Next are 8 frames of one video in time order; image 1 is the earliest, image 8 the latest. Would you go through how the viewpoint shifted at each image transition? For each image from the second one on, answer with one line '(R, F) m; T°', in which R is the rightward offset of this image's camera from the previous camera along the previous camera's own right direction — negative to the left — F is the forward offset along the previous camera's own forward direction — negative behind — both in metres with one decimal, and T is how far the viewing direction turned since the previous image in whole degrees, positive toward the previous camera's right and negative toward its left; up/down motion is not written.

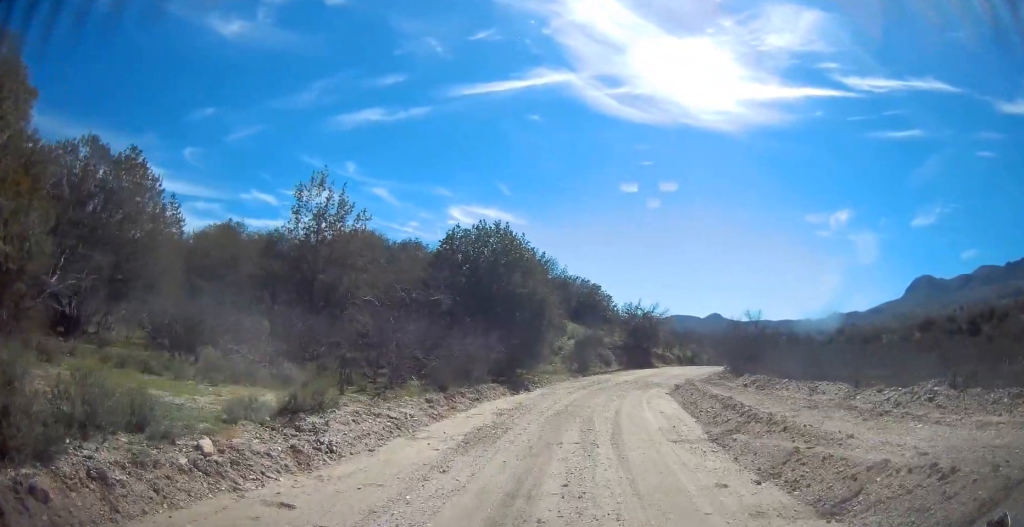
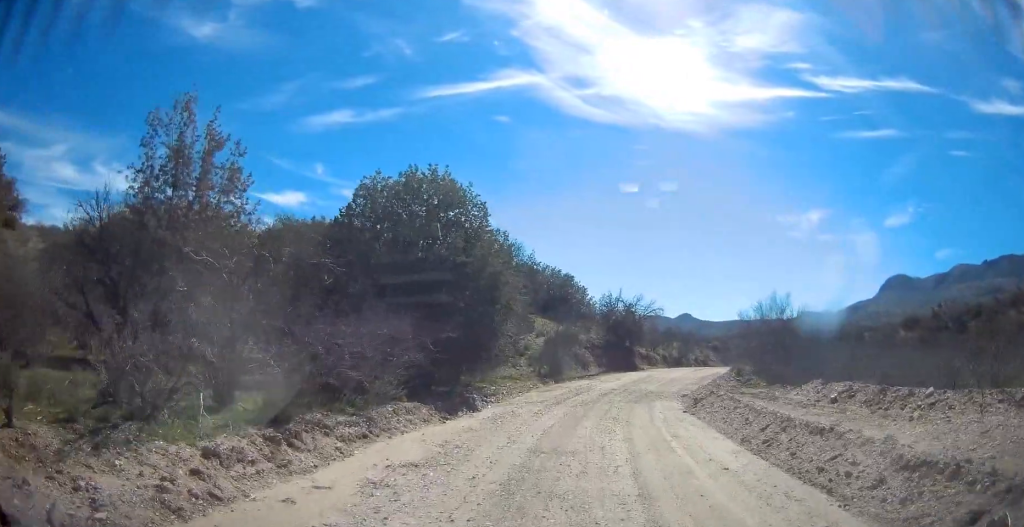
(0.0, +7.9) m; -1°
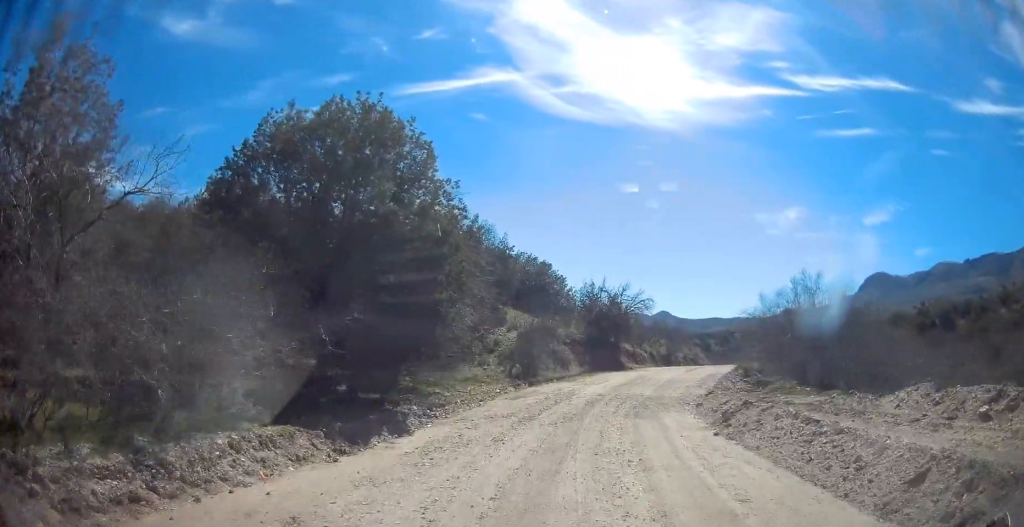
(-0.1, +5.0) m; +1°
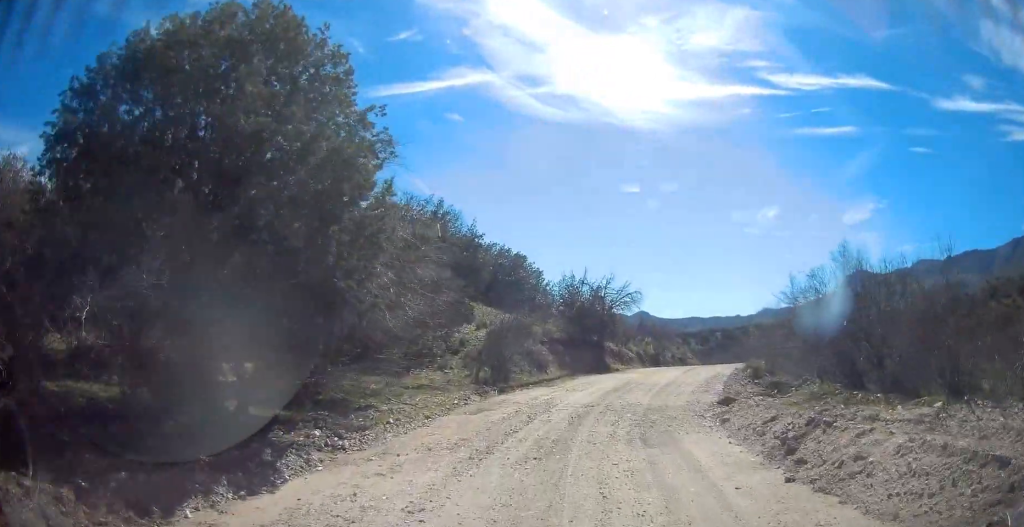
(+0.1, +4.2) m; +6°
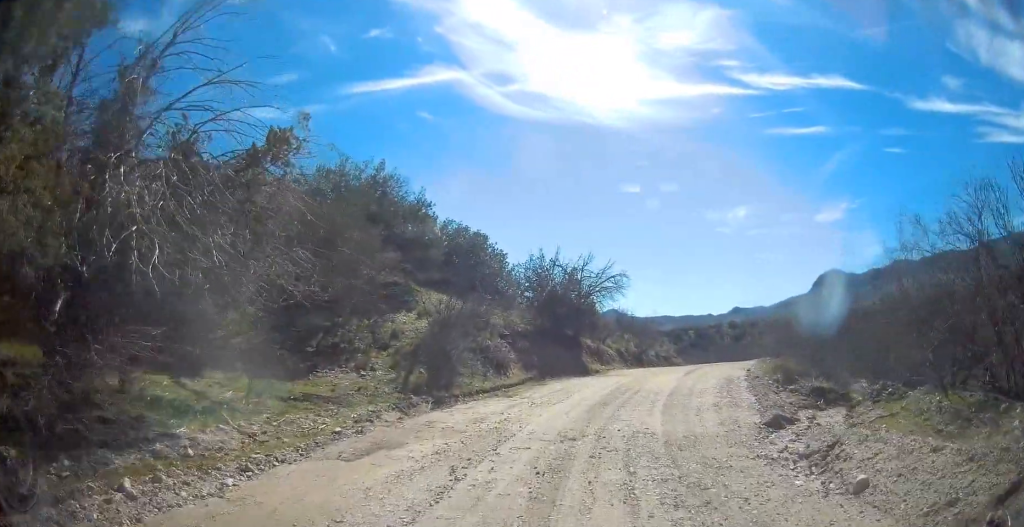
(+0.6, +6.4) m; +6°
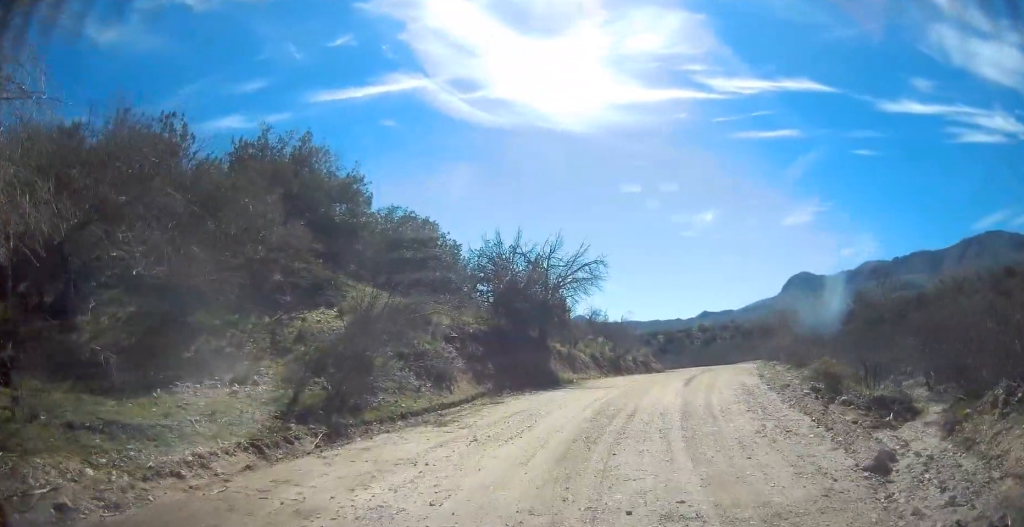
(-0.1, +5.2) m; -1°
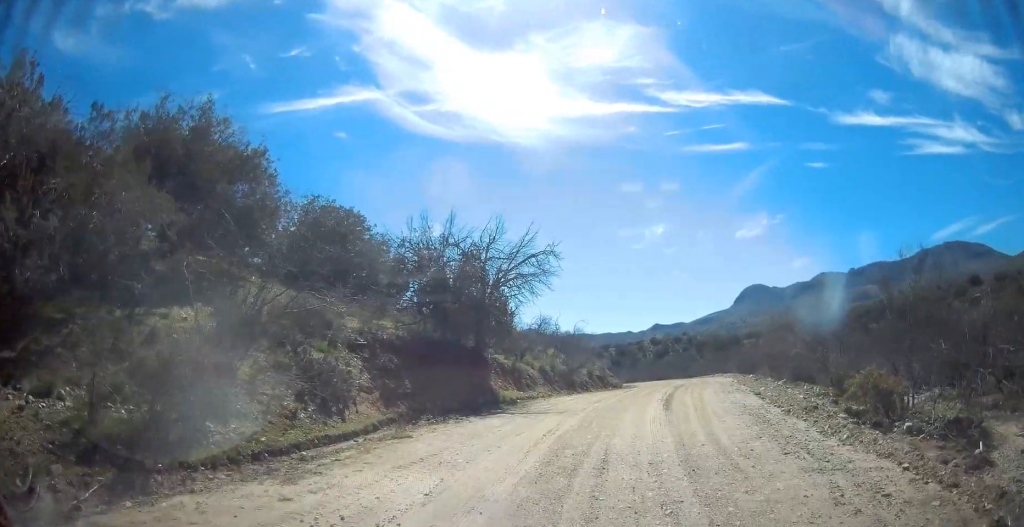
(0.0, +4.3) m; +1°
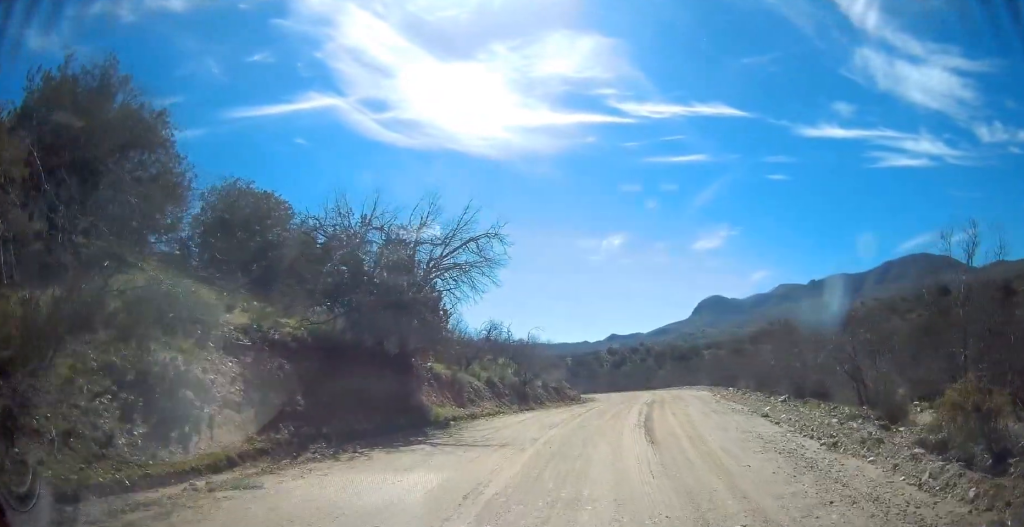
(0.0, +3.7) m; +1°
